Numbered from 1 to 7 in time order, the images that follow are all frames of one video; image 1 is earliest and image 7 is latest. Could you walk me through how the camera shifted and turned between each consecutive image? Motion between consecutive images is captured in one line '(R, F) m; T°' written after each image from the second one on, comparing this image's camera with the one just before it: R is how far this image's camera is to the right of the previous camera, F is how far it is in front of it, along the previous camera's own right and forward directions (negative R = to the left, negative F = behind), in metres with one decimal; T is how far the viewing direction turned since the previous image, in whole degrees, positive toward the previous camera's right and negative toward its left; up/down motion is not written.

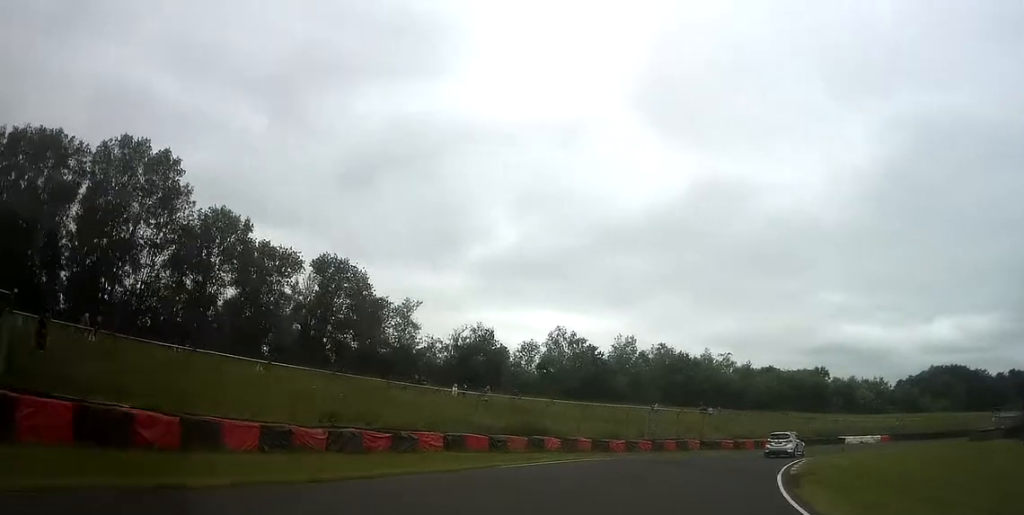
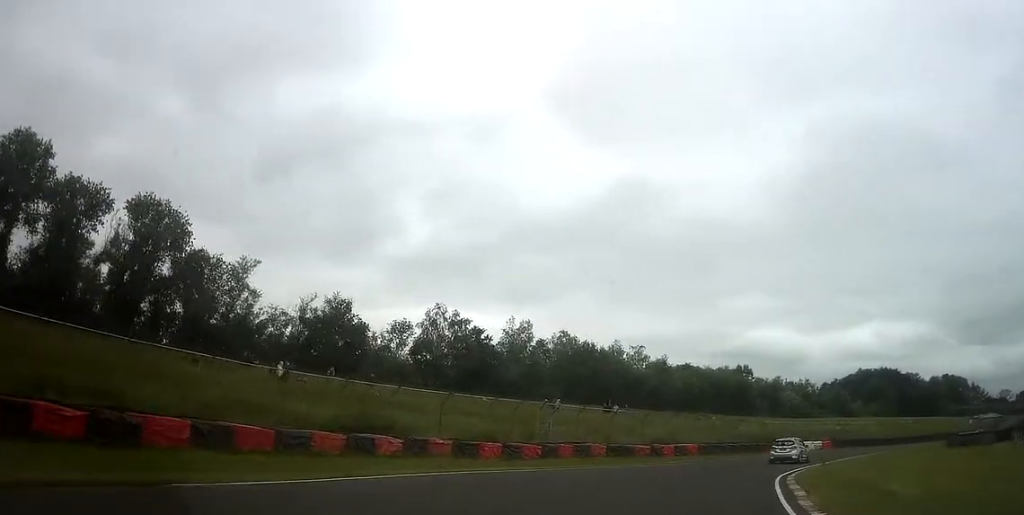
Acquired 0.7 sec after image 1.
(+0.3, +12.5) m; +3°
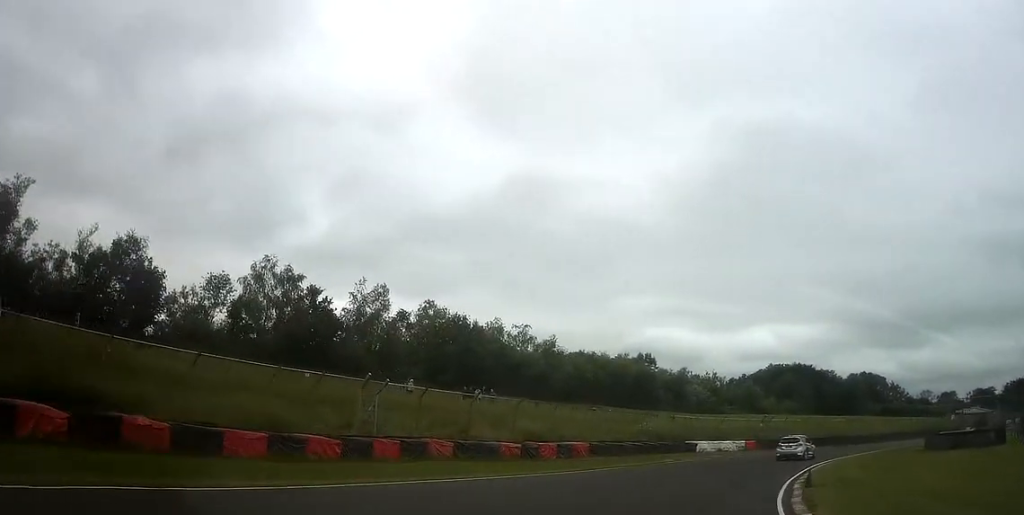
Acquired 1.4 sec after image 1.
(+0.2, +12.6) m; +4°
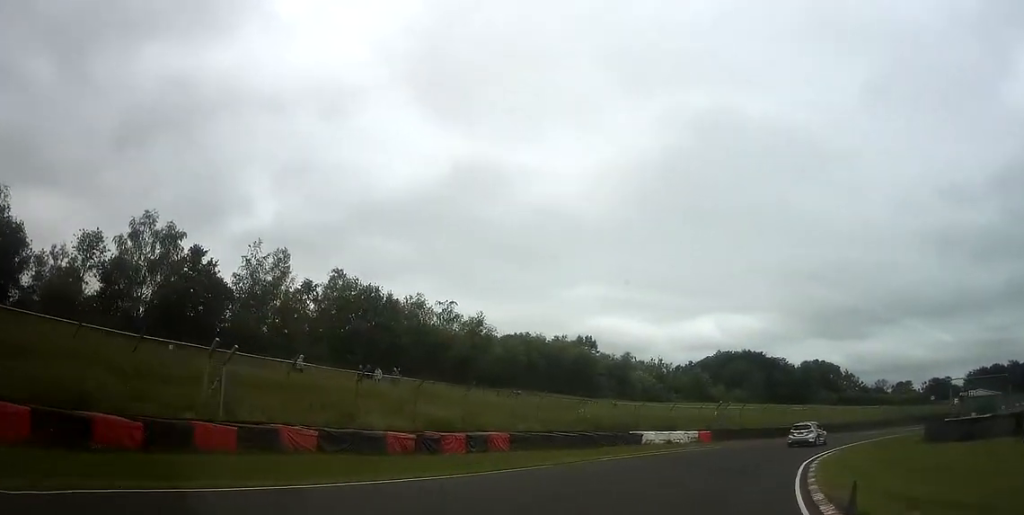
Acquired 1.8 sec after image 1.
(+0.3, +7.5) m; +4°
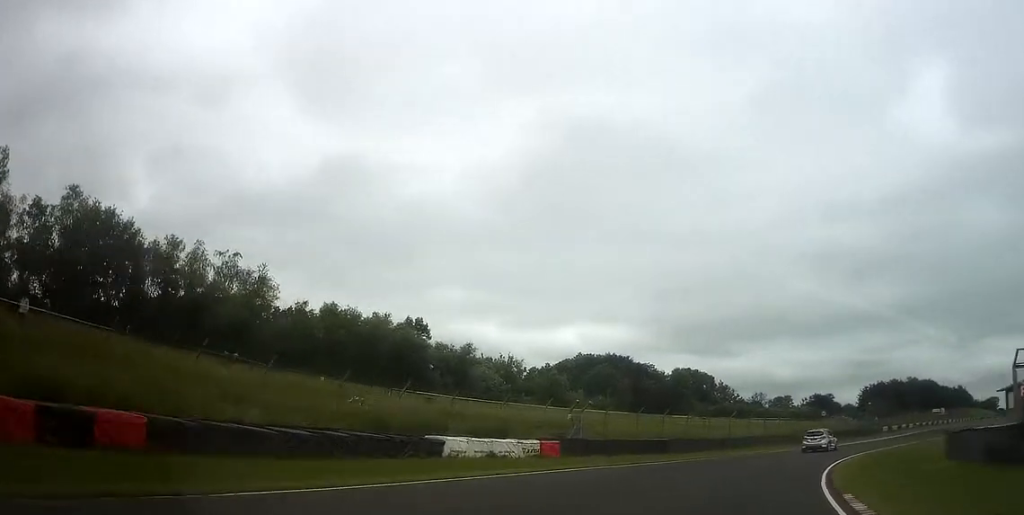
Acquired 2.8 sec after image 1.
(+1.3, +15.8) m; +13°
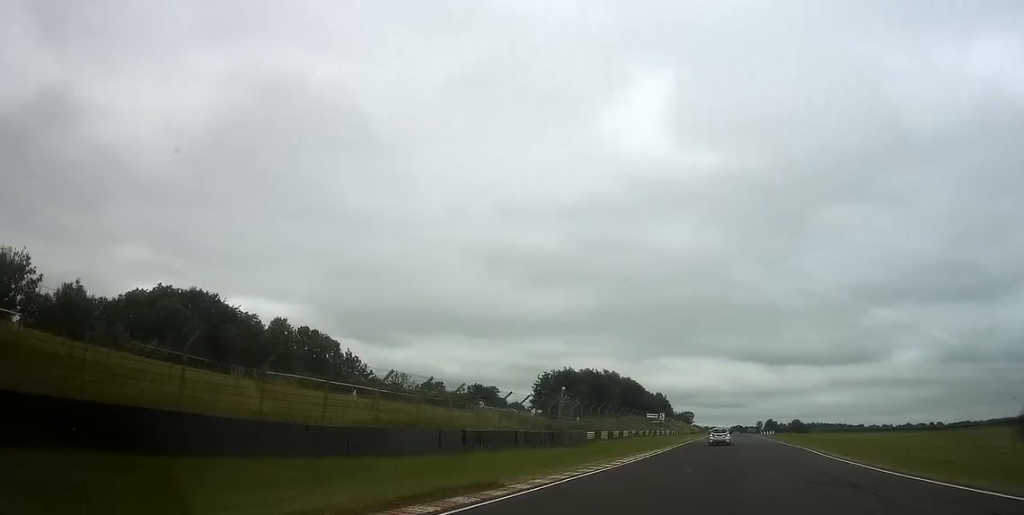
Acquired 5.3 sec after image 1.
(+12.5, +36.3) m; +32°
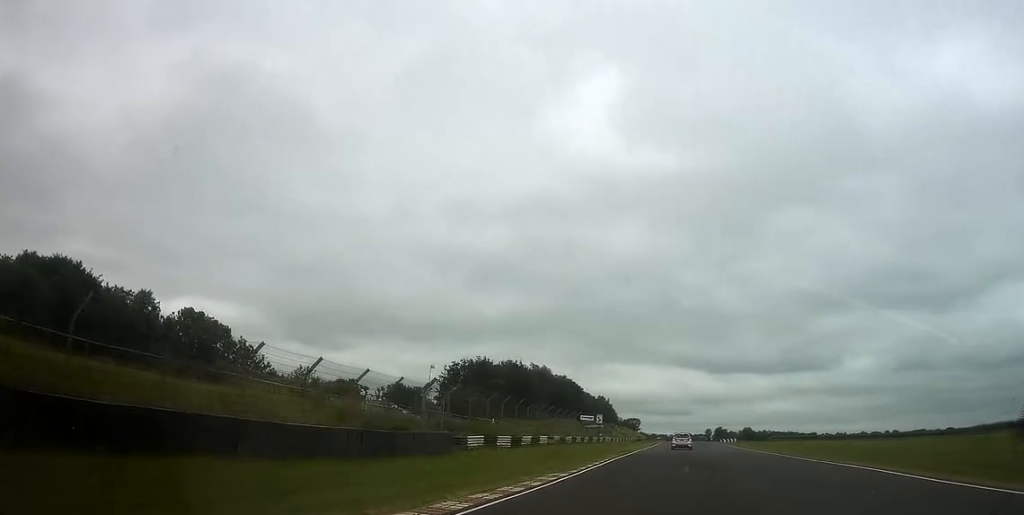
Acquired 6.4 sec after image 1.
(+1.6, +19.7) m; +10°
